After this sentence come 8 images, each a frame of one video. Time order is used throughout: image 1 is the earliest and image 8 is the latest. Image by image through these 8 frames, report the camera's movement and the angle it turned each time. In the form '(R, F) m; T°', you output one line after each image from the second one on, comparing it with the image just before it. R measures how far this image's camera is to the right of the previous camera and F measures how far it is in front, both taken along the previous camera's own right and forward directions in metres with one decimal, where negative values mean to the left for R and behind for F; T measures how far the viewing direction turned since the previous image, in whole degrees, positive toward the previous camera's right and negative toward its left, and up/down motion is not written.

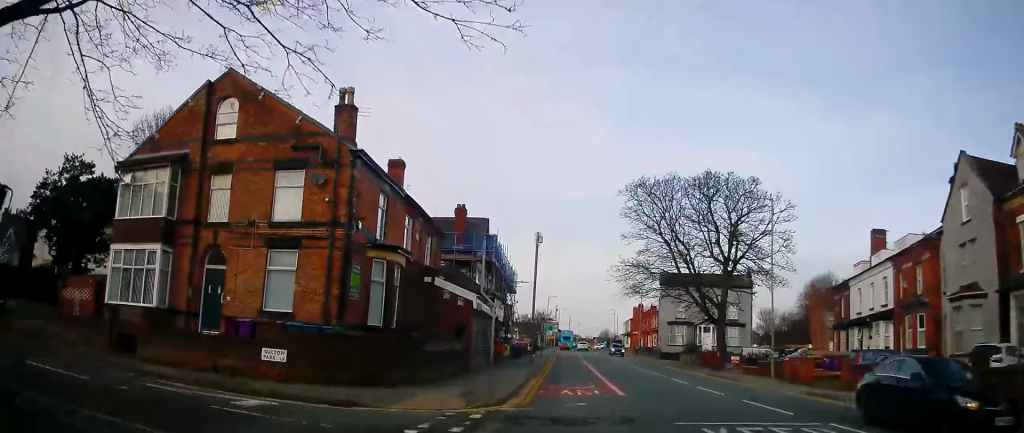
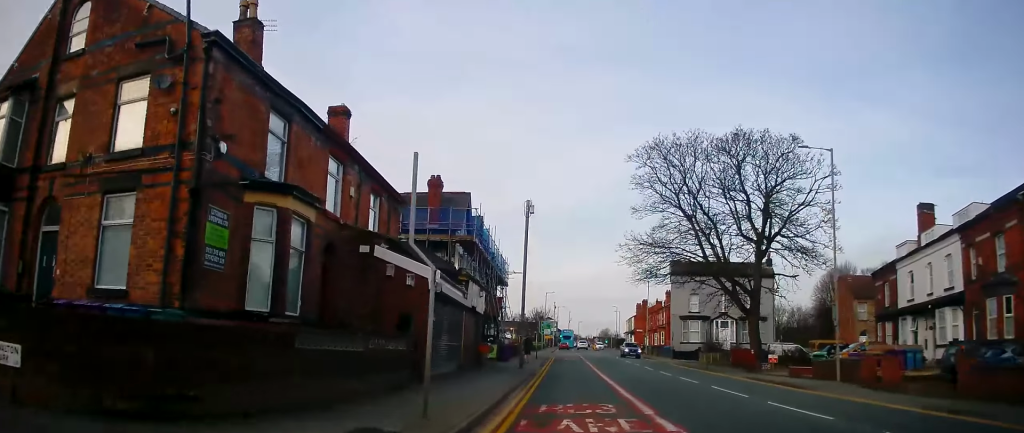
(0.0, +8.4) m; 0°
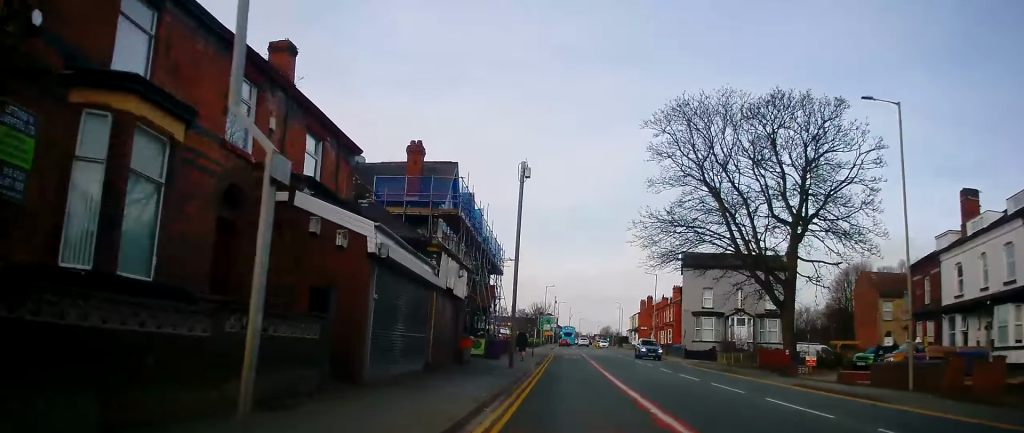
(0.0, +5.9) m; 0°
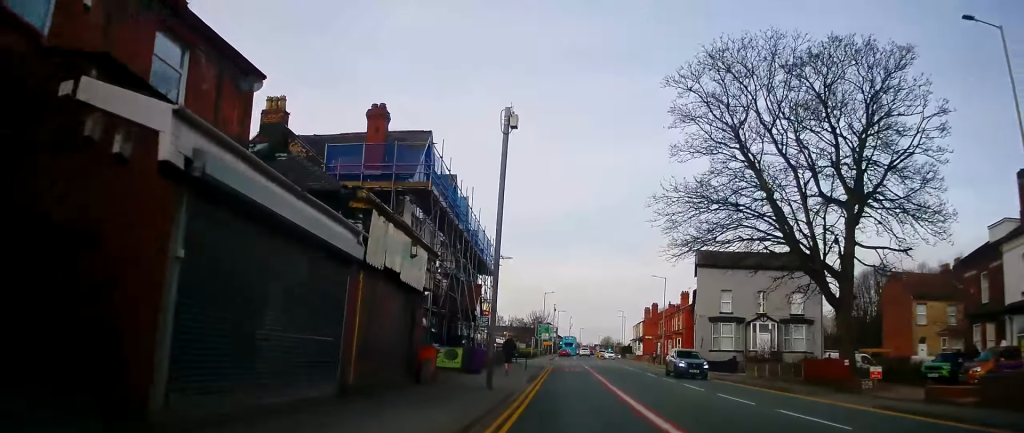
(0.0, +6.9) m; 0°
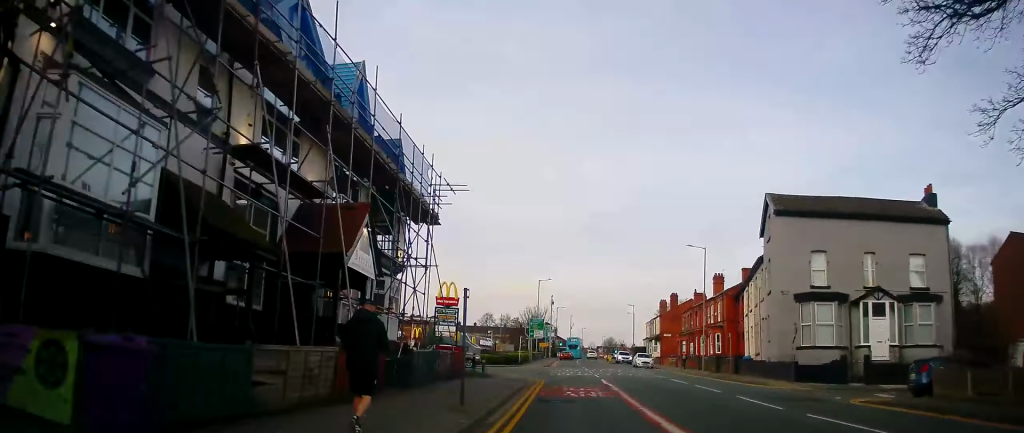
(0.0, +20.2) m; +1°
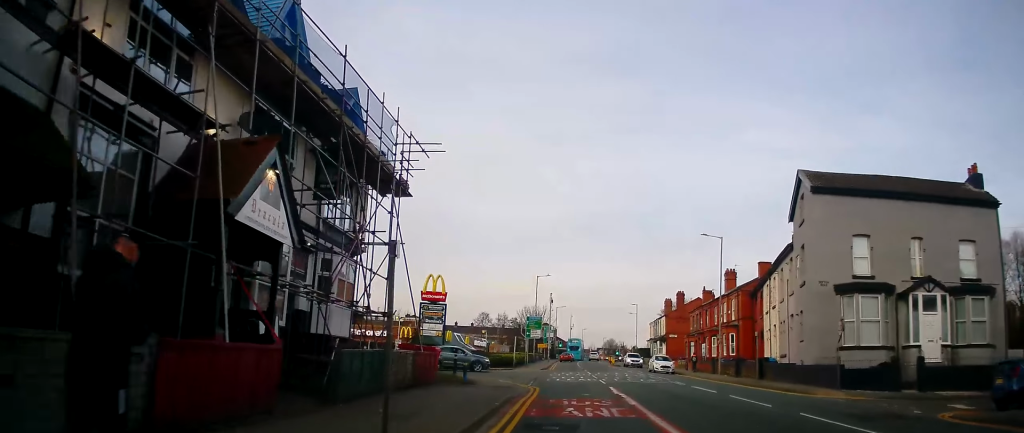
(+0.2, +5.1) m; 0°
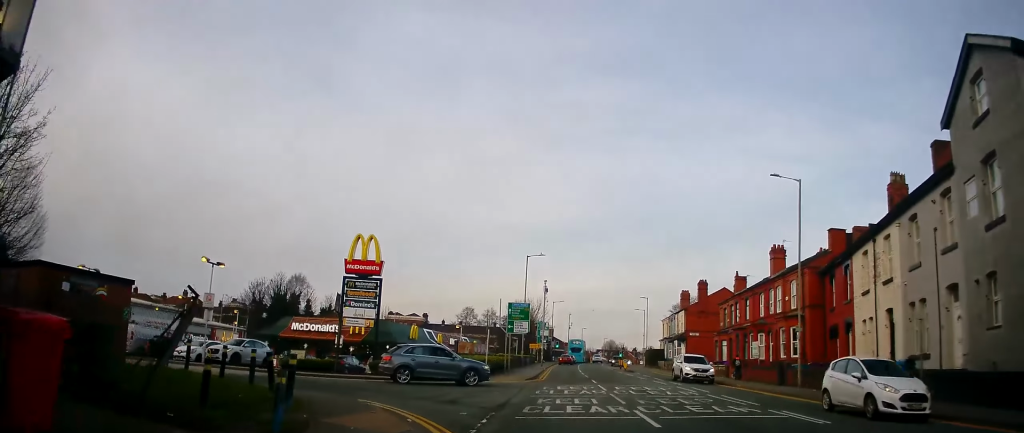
(-0.3, +15.2) m; -2°
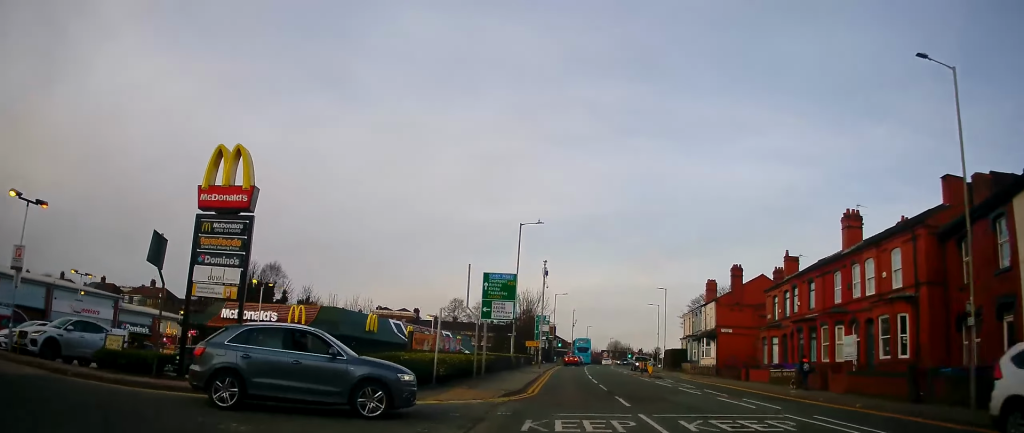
(0.0, +12.9) m; 0°
